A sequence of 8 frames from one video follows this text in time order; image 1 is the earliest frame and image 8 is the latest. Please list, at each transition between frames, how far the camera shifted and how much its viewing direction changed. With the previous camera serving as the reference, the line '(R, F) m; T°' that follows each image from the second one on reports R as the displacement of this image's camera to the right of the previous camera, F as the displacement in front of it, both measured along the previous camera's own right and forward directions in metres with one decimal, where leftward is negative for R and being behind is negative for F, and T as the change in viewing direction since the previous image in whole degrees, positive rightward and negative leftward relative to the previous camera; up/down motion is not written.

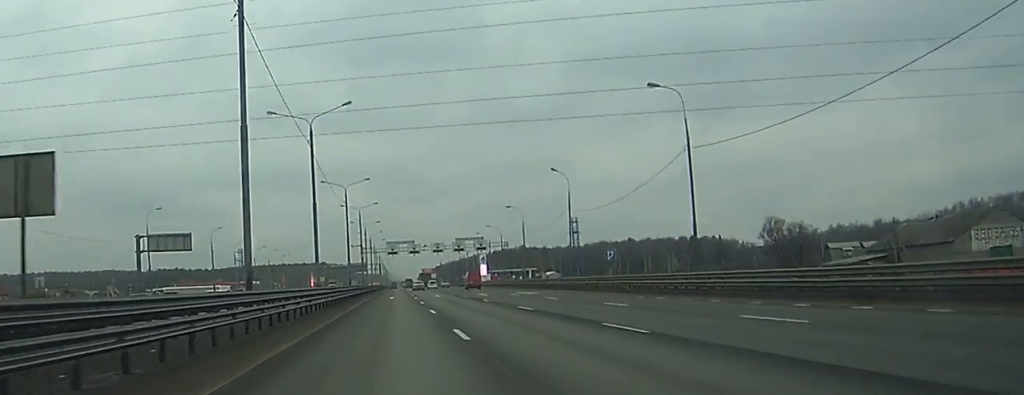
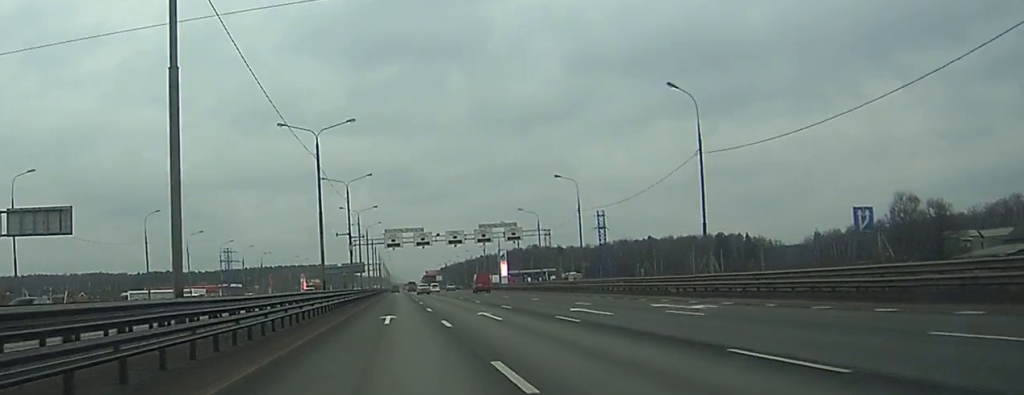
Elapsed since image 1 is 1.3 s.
(0.0, +41.1) m; 0°
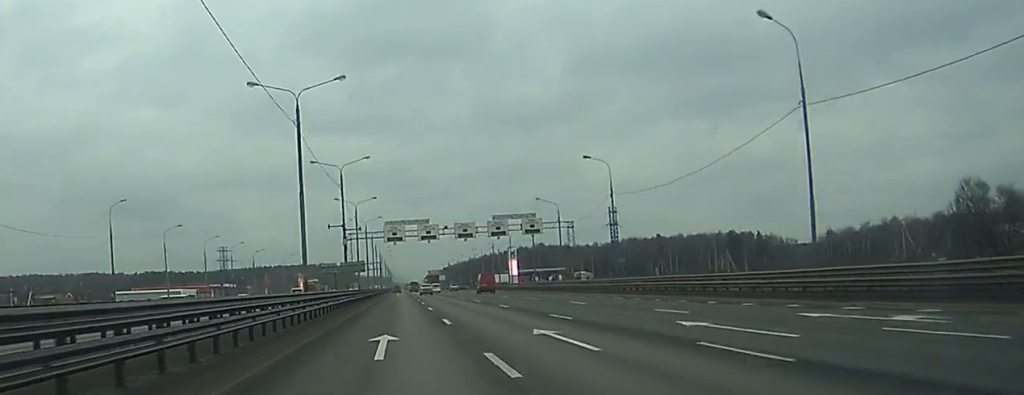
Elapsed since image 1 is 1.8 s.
(0.0, +14.3) m; 0°
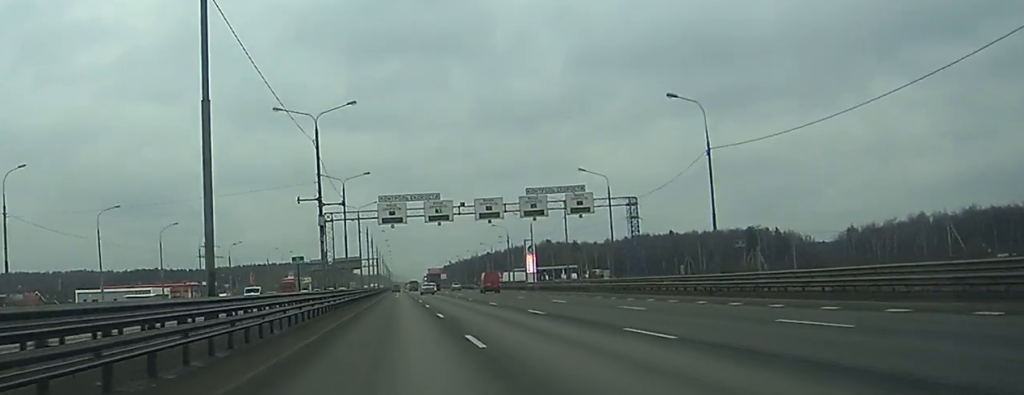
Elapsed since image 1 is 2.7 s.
(0.0, +26.5) m; 0°
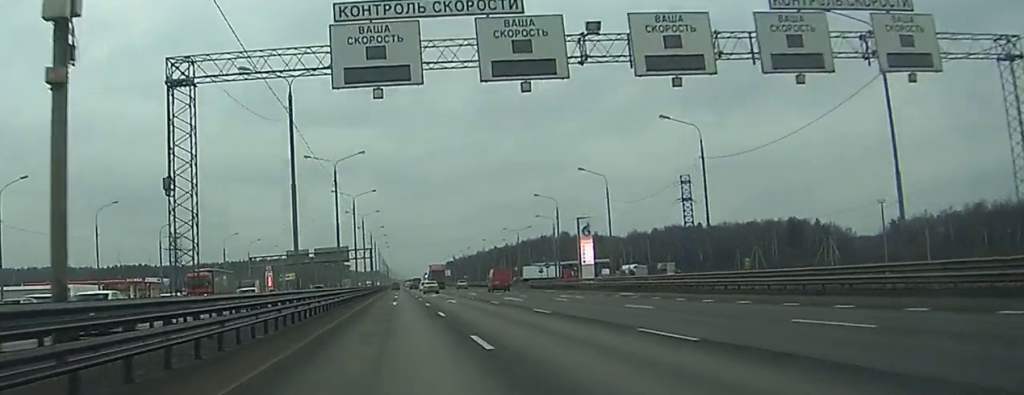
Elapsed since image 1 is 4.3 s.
(-0.1, +48.6) m; 0°
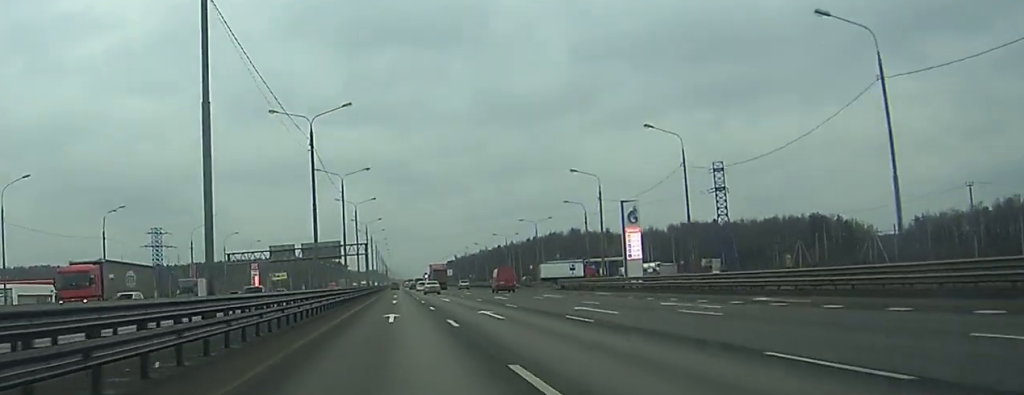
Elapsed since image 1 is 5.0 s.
(0.0, +23.1) m; 0°
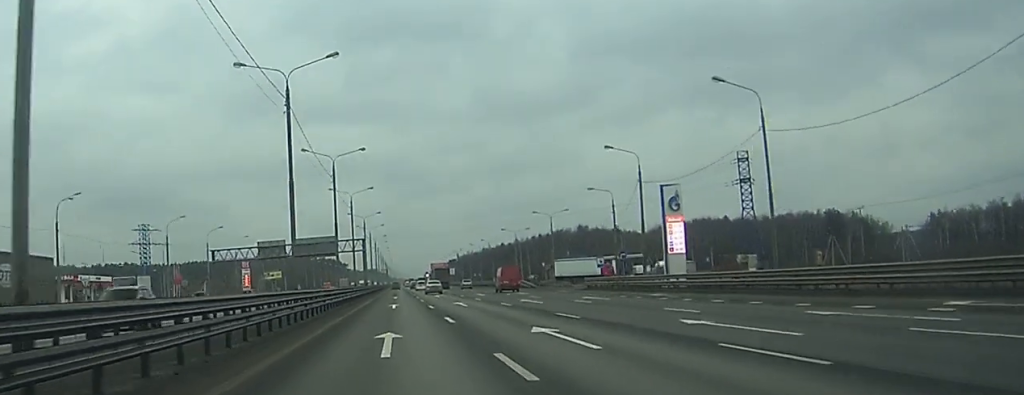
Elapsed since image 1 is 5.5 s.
(-0.1, +14.0) m; 0°
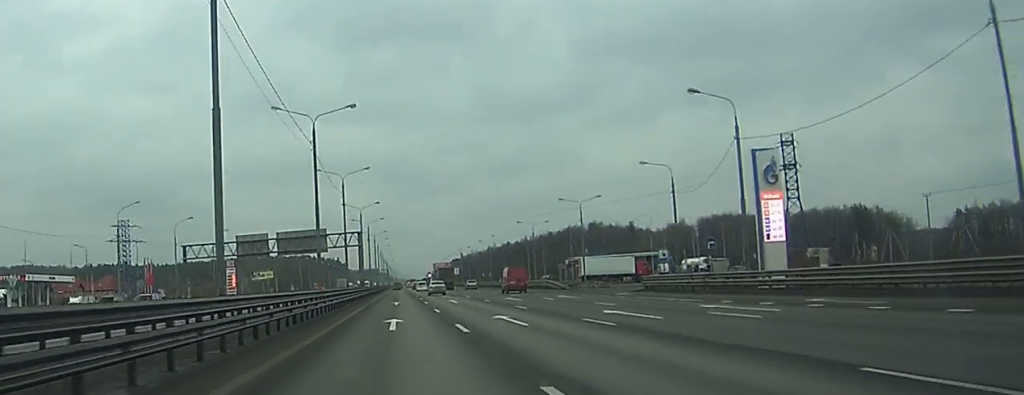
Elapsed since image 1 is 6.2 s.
(-0.1, +20.9) m; 0°
